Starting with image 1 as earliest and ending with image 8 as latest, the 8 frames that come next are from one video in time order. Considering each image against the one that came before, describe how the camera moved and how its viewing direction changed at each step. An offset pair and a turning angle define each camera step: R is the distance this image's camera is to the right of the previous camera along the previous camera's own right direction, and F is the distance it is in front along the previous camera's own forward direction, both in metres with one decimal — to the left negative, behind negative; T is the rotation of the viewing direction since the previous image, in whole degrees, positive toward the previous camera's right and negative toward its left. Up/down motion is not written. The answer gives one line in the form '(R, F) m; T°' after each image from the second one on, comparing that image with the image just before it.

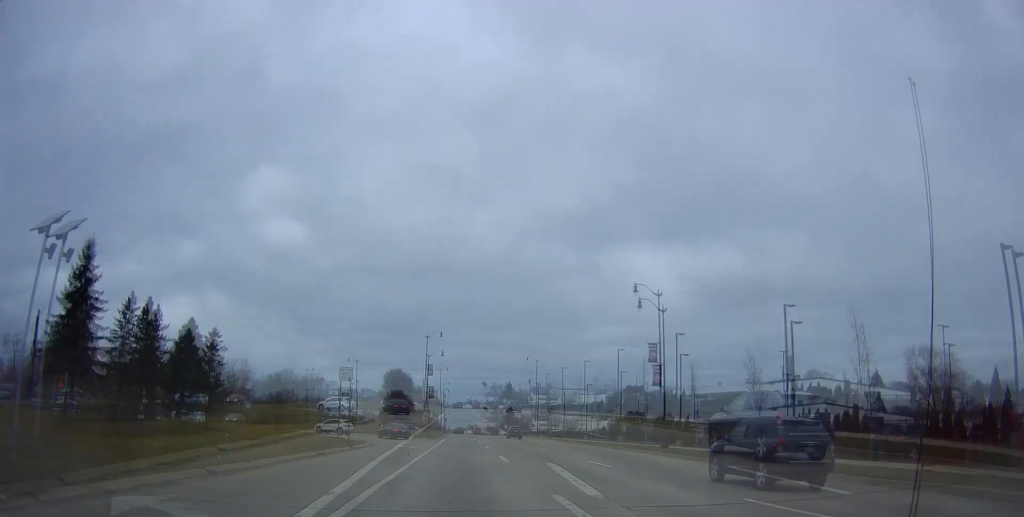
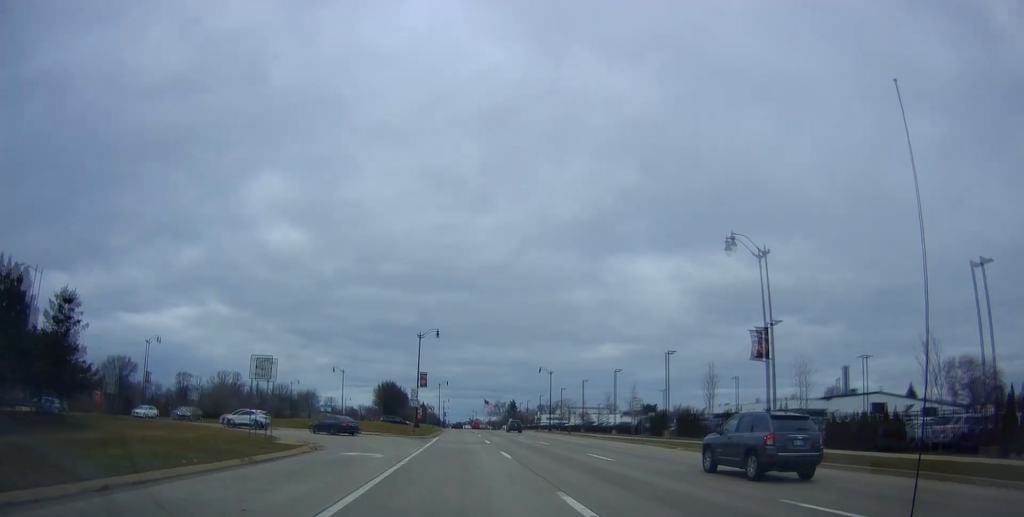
(+0.2, +16.8) m; +1°
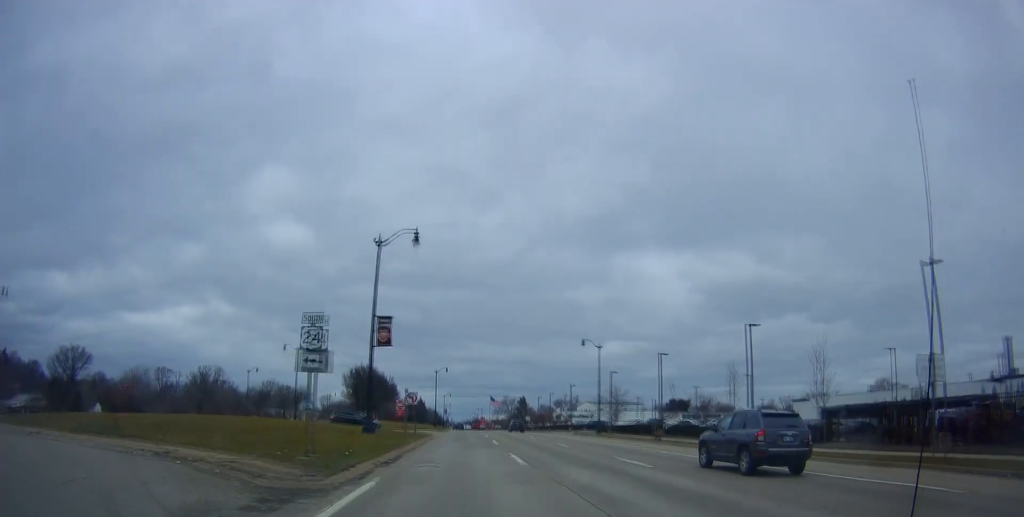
(0.0, +35.3) m; 0°
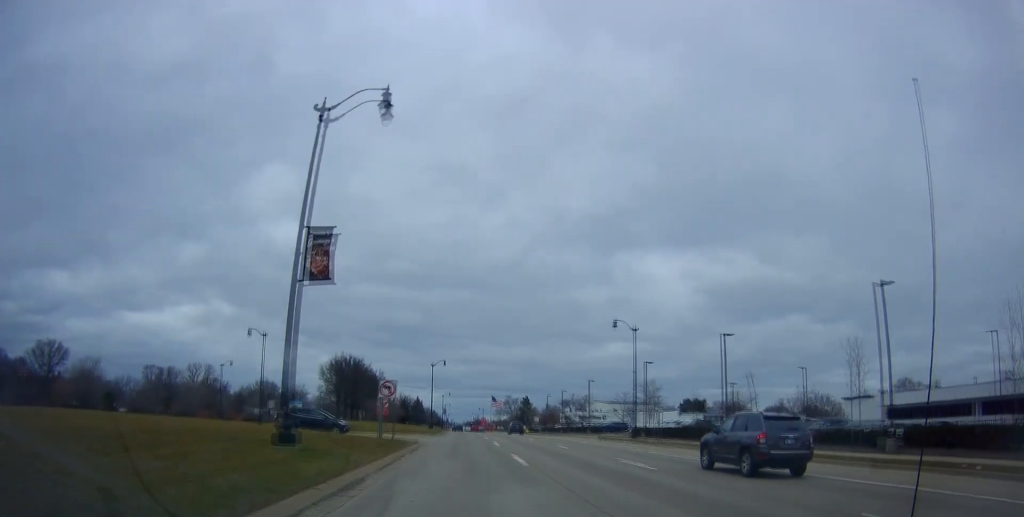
(0.0, +14.8) m; 0°
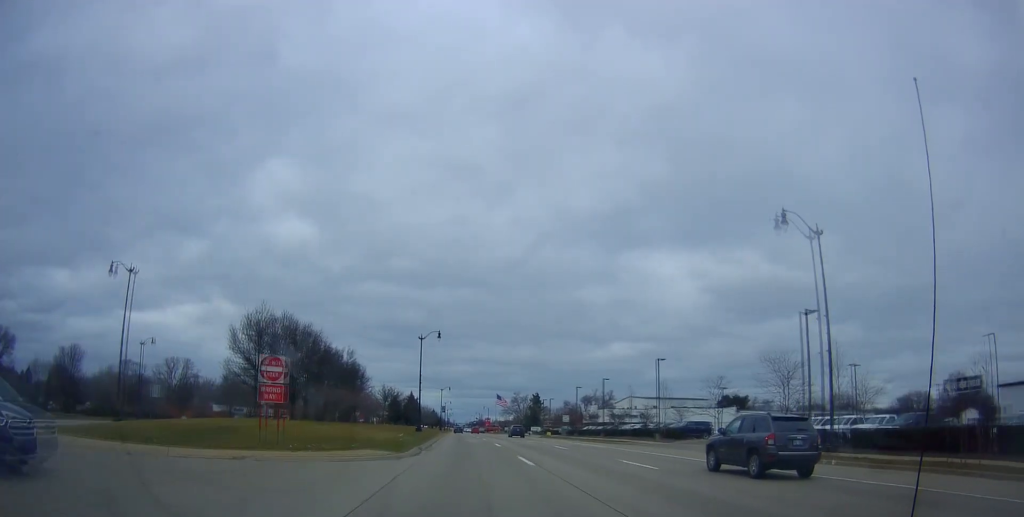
(0.0, +31.0) m; 0°
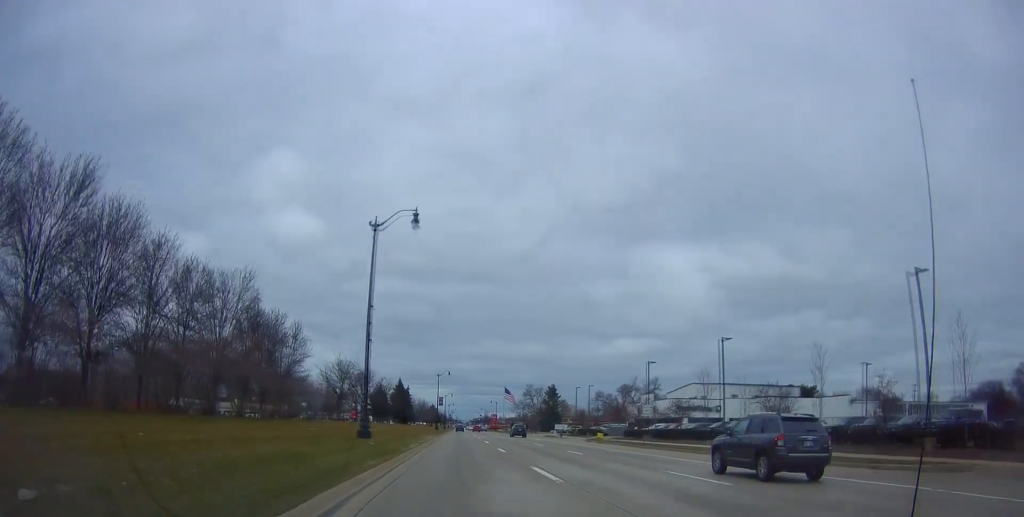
(0.0, +36.7) m; 0°
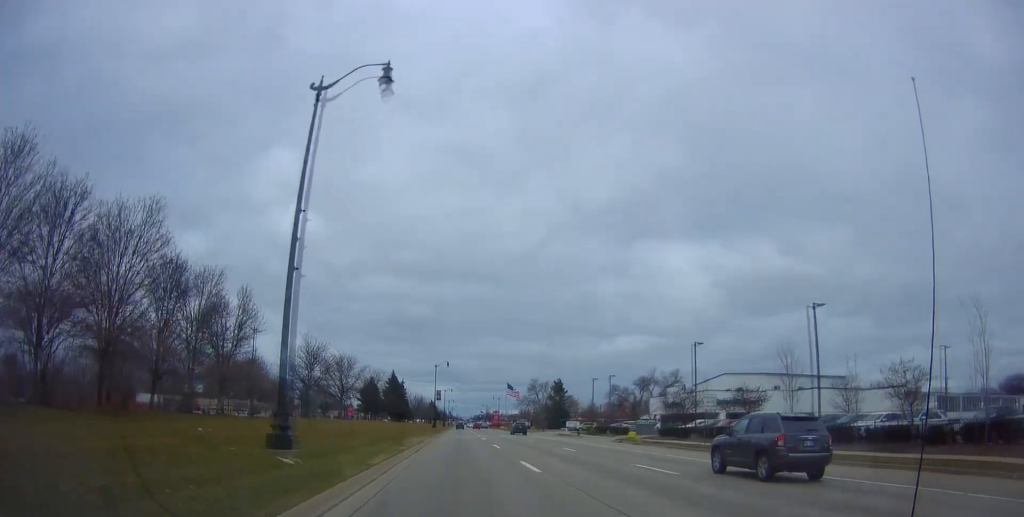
(0.0, +12.8) m; -1°
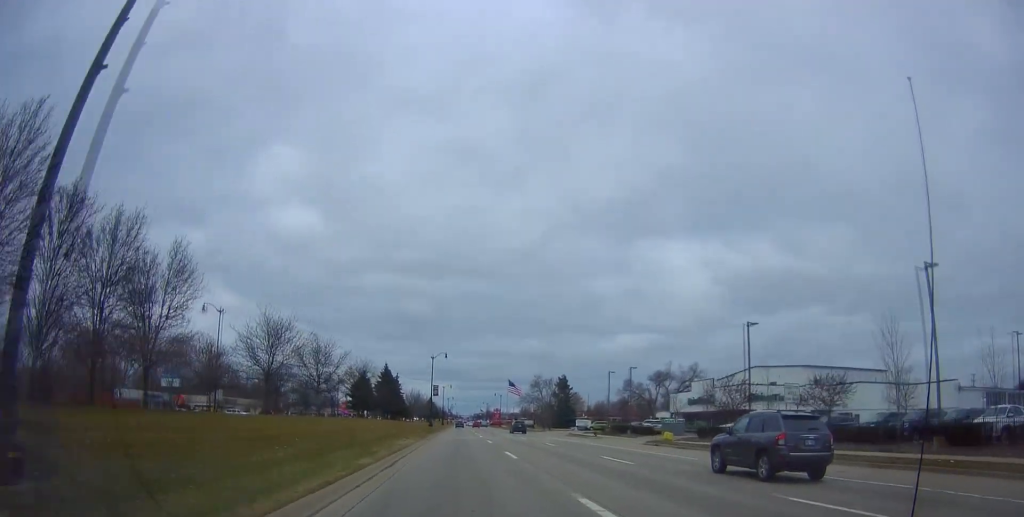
(0.0, +9.9) m; 0°
